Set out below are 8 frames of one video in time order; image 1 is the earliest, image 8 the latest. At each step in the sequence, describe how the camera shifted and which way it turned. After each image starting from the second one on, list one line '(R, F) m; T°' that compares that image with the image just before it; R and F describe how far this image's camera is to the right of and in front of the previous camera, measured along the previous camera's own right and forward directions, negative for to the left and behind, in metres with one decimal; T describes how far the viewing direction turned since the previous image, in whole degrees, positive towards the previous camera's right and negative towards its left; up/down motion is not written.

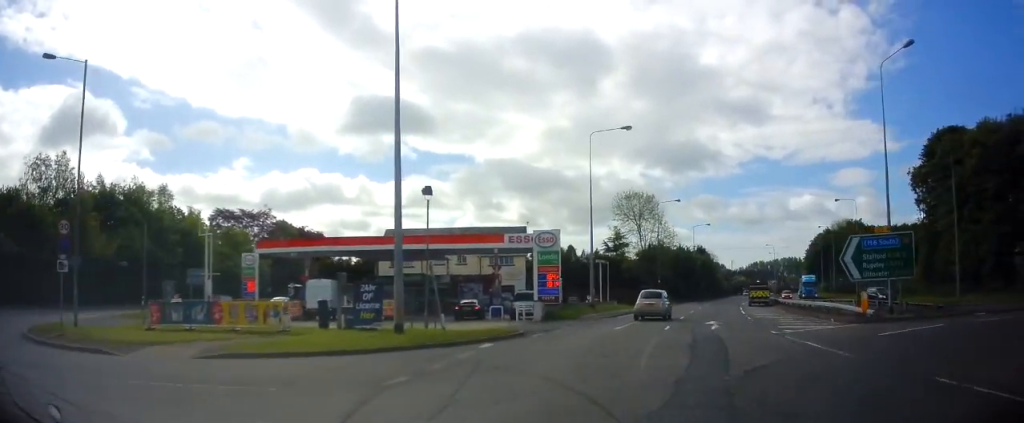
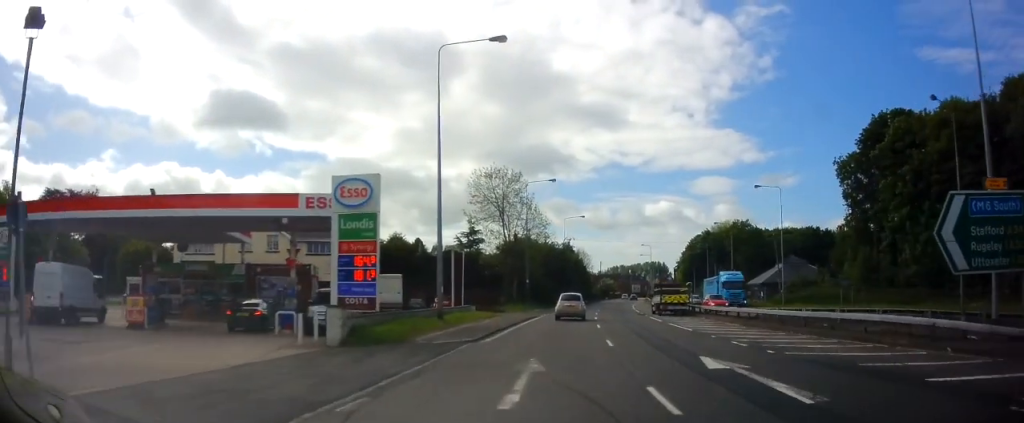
(+2.1, +14.4) m; +11°
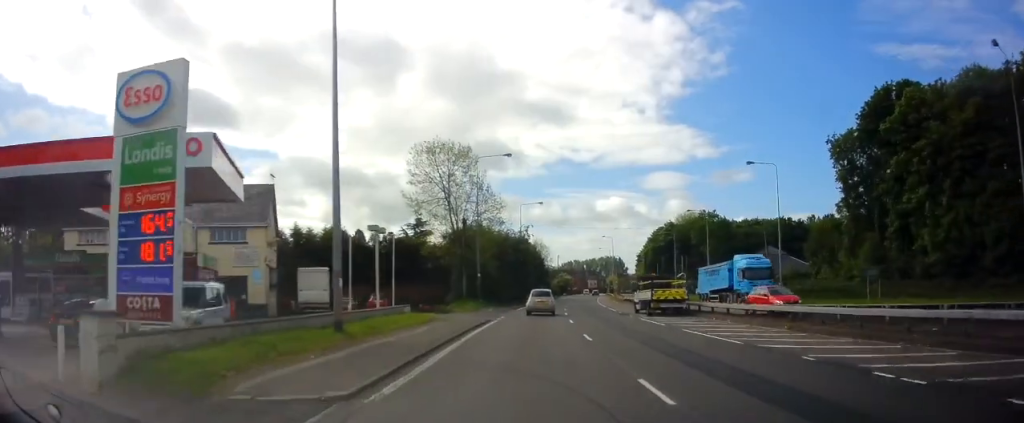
(+0.2, +8.8) m; +5°
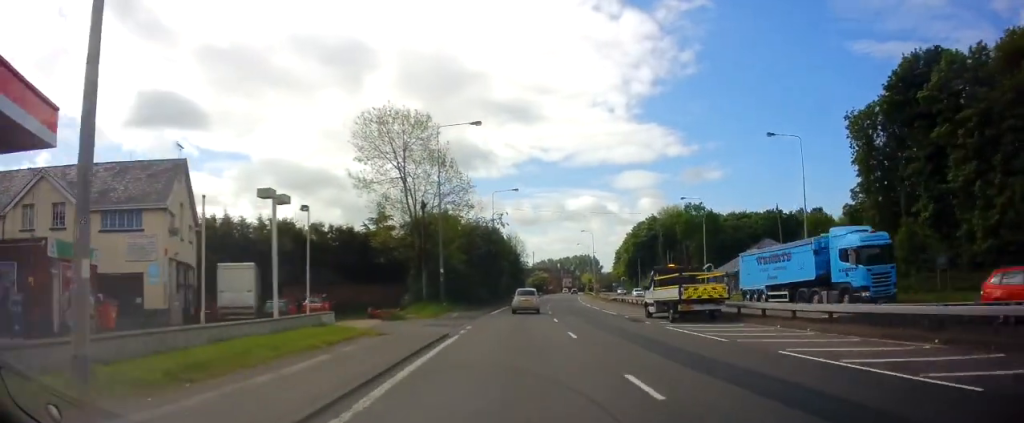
(+0.5, +8.7) m; +4°
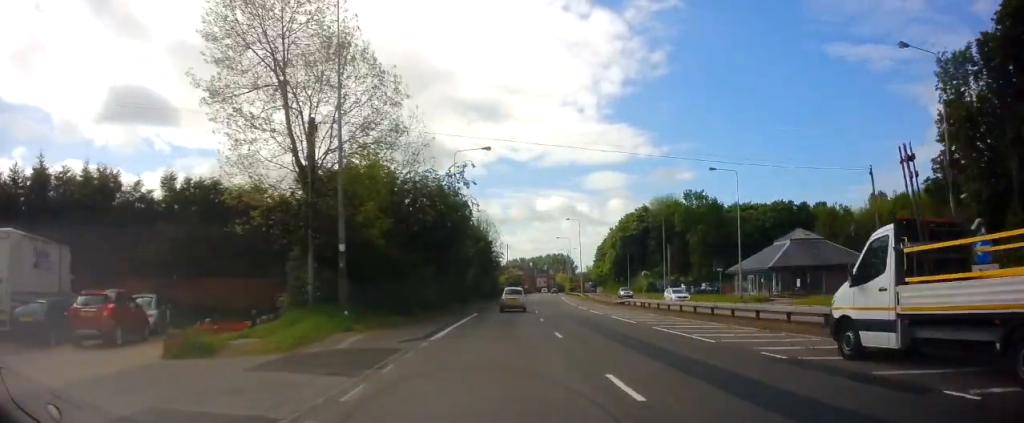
(+0.5, +17.6) m; +2°
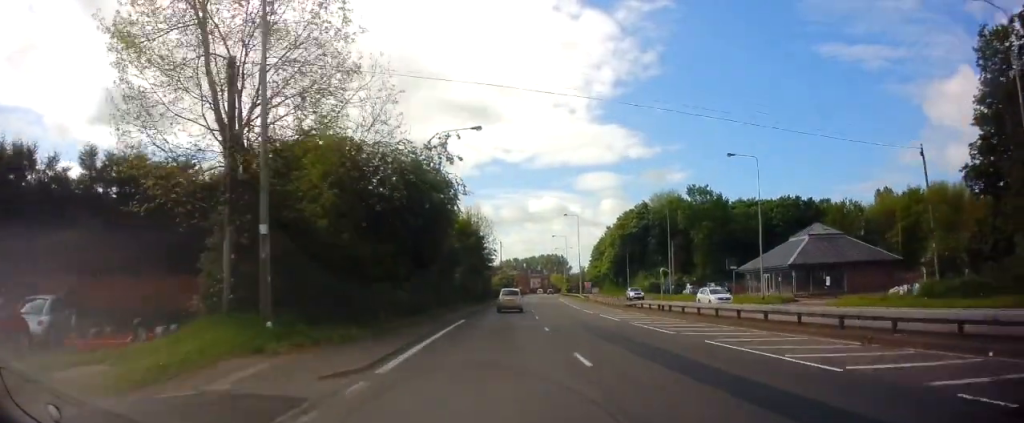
(0.0, +5.8) m; +1°
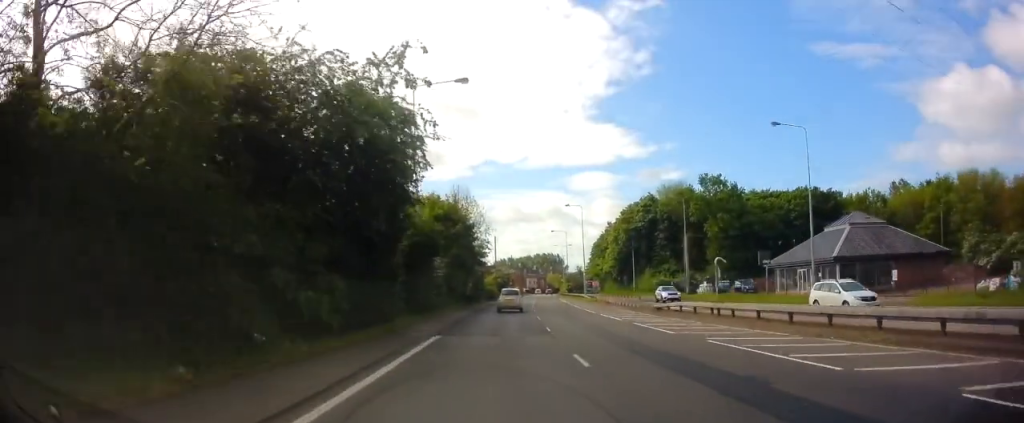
(+0.1, +9.0) m; +2°
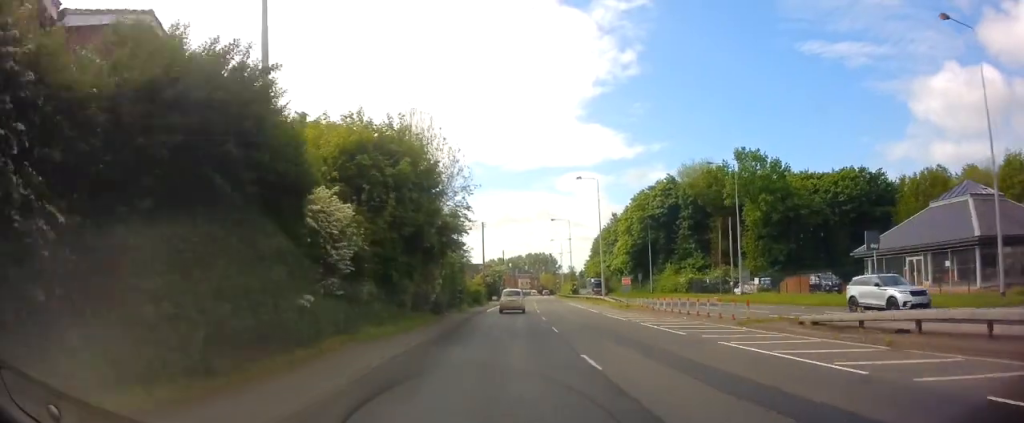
(+0.4, +18.4) m; 0°
